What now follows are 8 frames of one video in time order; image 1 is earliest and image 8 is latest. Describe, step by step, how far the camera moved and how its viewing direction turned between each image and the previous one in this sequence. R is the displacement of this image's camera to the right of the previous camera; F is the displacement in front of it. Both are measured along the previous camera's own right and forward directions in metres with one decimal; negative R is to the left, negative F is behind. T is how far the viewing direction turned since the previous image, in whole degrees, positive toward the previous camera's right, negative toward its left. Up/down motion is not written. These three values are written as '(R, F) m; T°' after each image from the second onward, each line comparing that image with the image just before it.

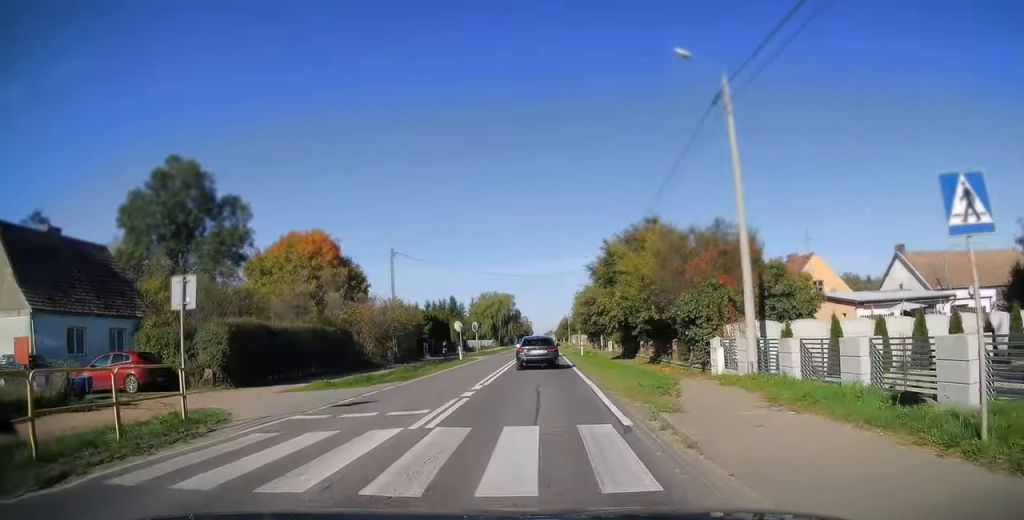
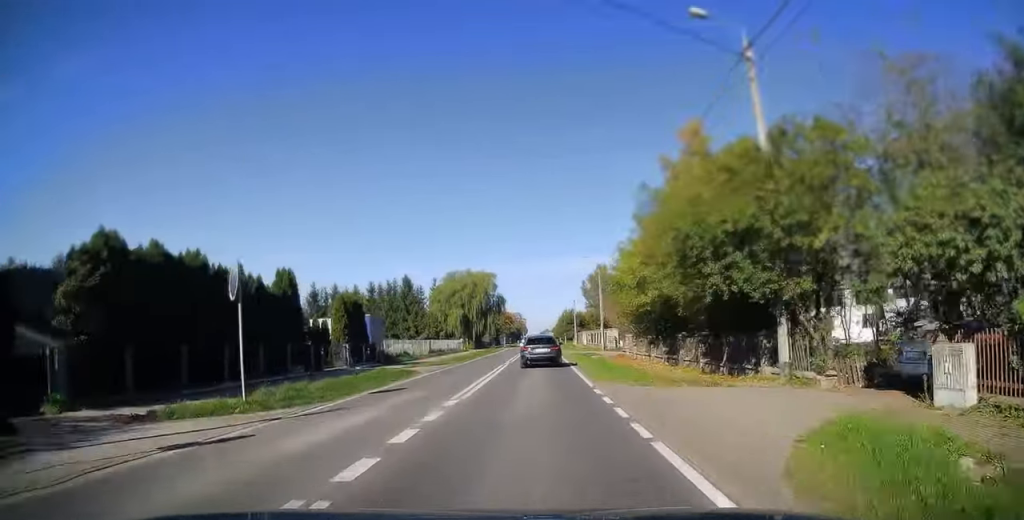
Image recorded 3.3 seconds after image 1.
(0.0, +46.1) m; 0°
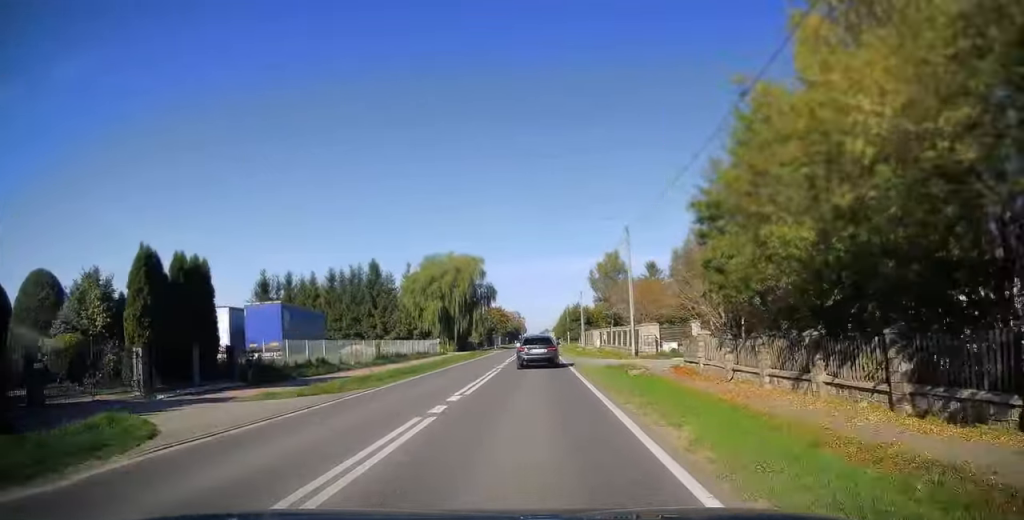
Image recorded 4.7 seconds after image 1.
(0.0, +19.6) m; 0°
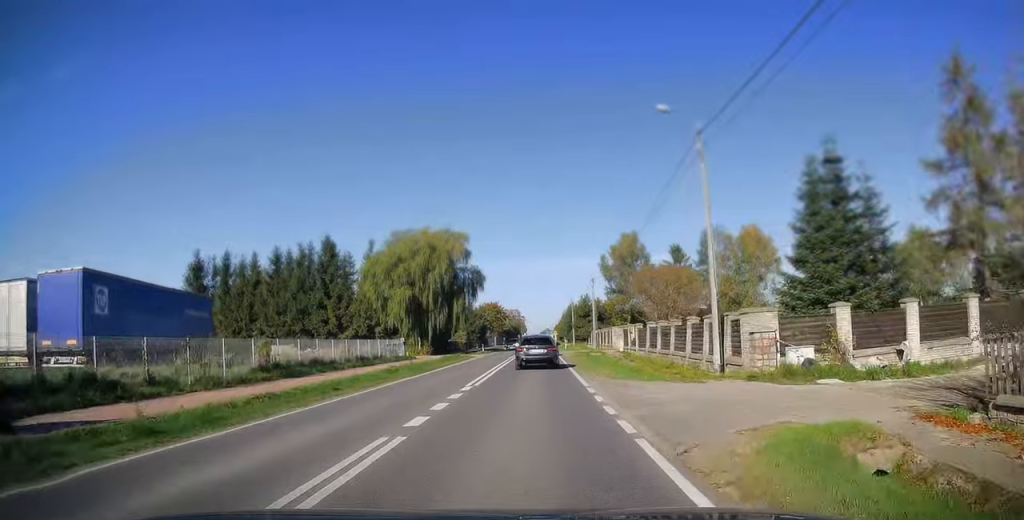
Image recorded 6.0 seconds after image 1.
(0.0, +18.7) m; 0°
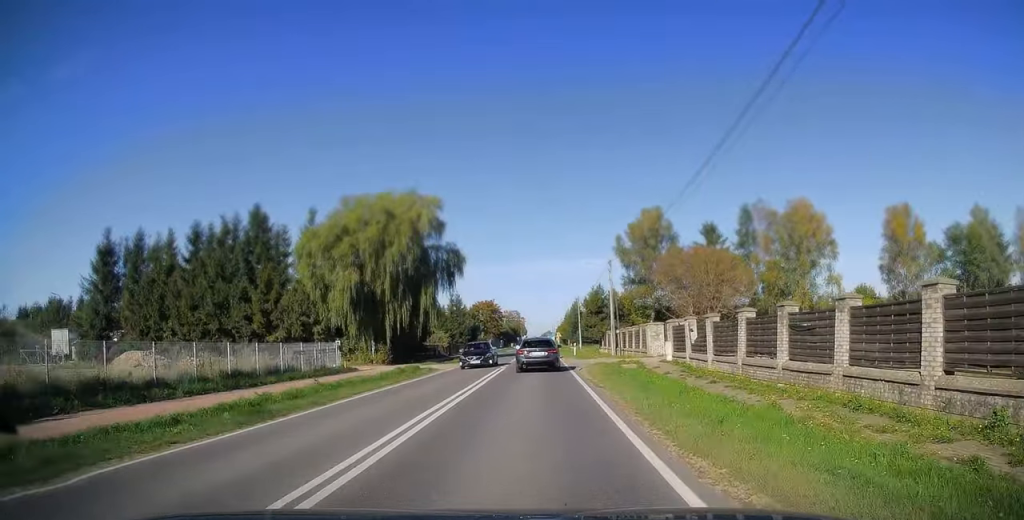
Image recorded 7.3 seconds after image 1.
(0.0, +17.5) m; 0°
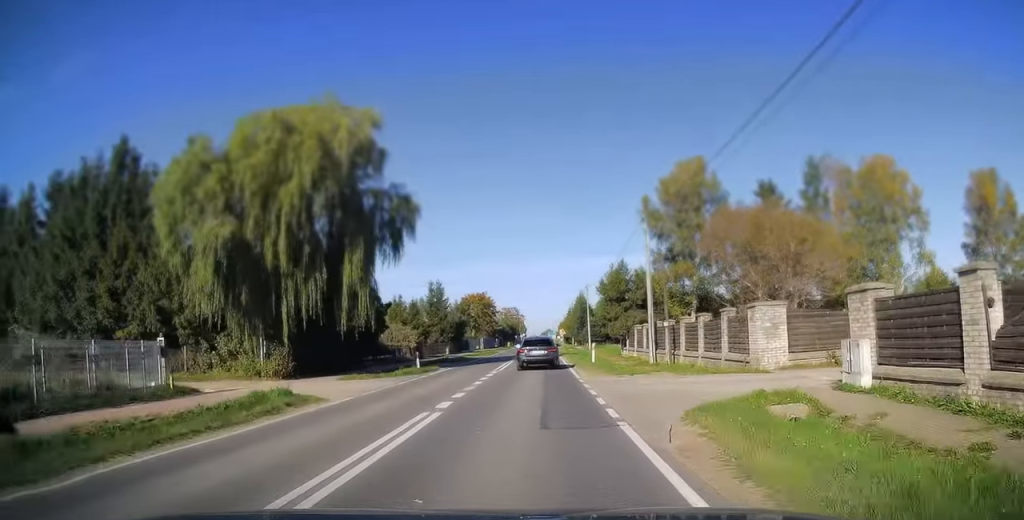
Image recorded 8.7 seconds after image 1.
(0.0, +18.8) m; 0°
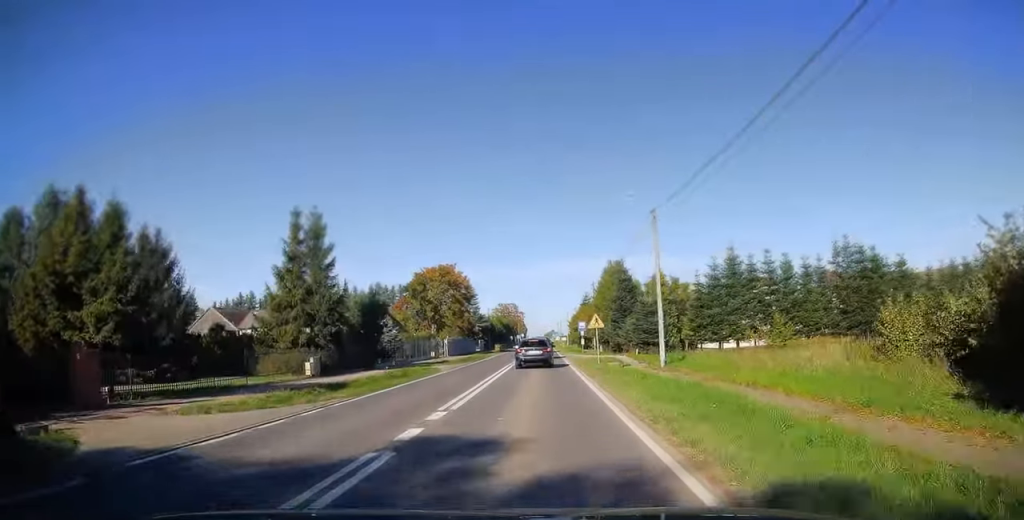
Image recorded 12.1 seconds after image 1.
(-0.1, +46.6) m; 0°
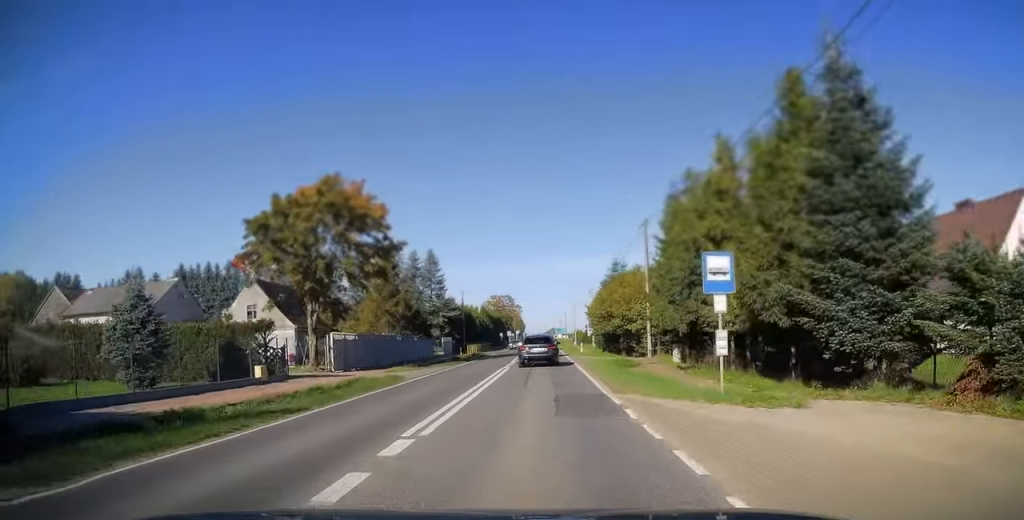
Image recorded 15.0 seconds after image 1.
(+0.1, +38.6) m; 0°
